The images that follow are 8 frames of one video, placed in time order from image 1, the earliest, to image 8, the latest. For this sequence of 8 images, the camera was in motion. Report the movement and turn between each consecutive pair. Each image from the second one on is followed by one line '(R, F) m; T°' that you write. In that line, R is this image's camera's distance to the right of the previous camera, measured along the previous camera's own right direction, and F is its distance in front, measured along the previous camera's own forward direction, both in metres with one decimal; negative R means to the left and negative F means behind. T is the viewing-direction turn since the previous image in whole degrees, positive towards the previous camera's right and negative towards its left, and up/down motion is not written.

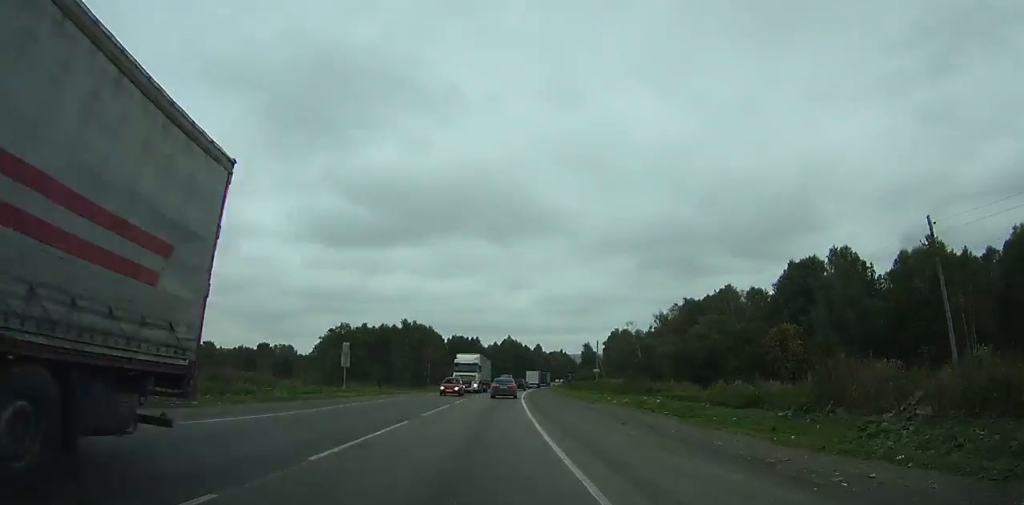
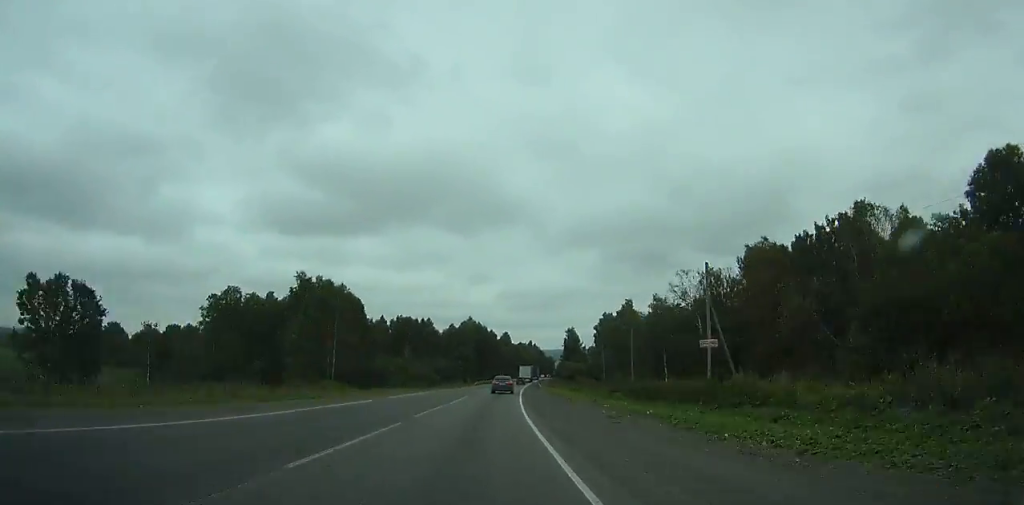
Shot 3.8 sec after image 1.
(+1.1, +57.7) m; +3°
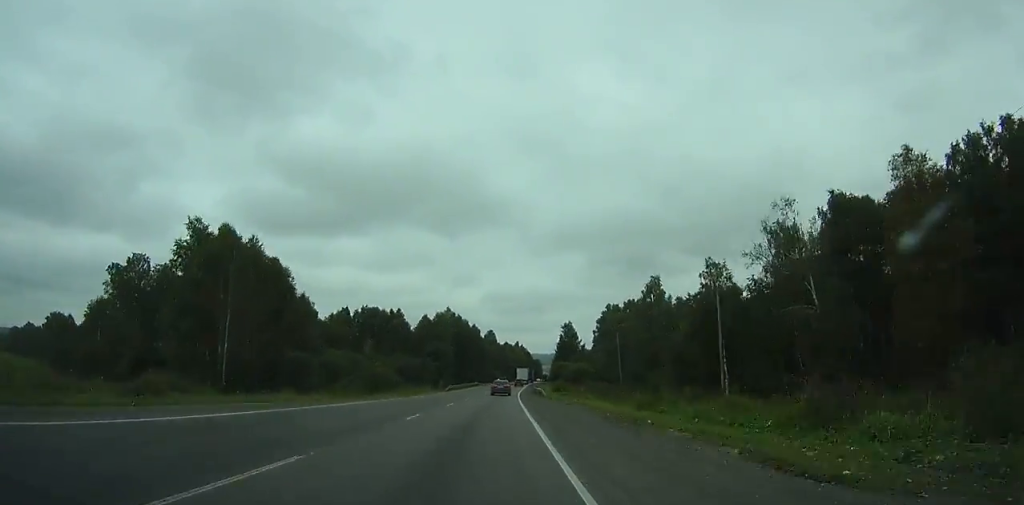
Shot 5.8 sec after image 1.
(+0.7, +33.1) m; +2°
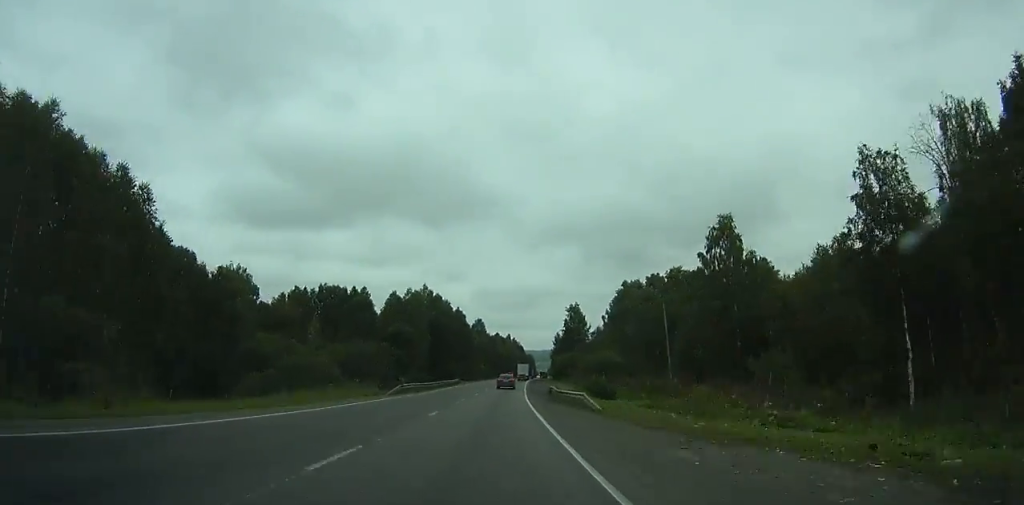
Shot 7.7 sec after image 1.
(+0.5, +32.3) m; +2°
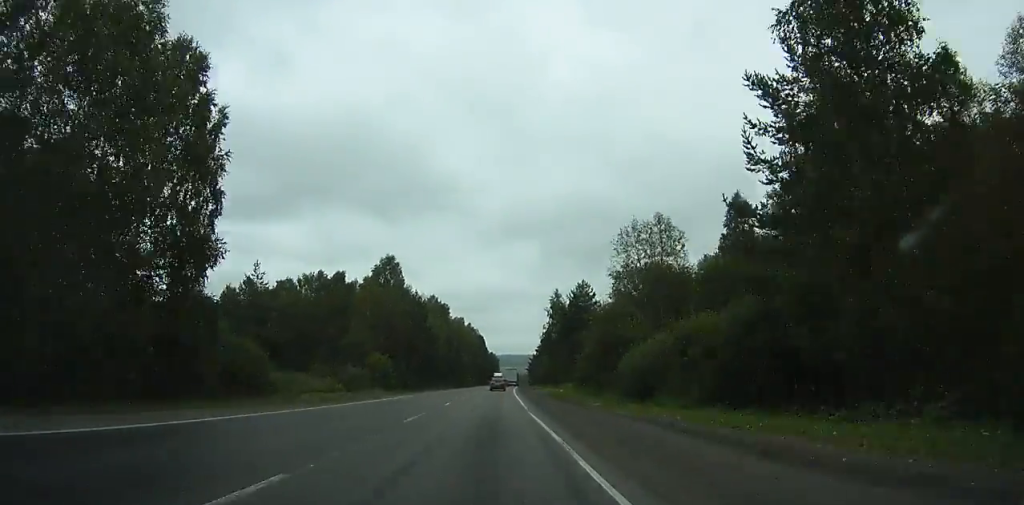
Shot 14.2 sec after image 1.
(+4.9, +116.8) m; +4°
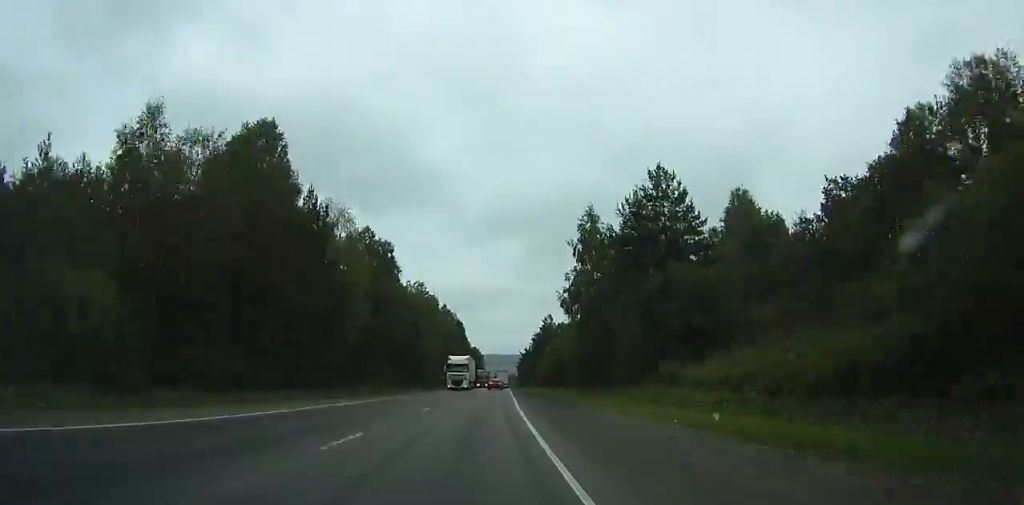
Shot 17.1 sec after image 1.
(+0.5, +53.5) m; +1°
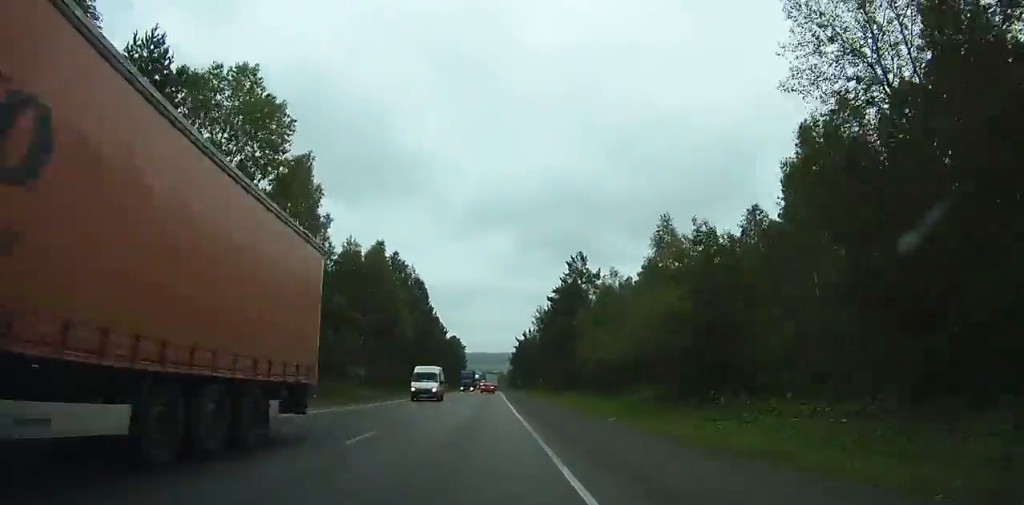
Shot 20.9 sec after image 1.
(+1.3, +70.8) m; +2°
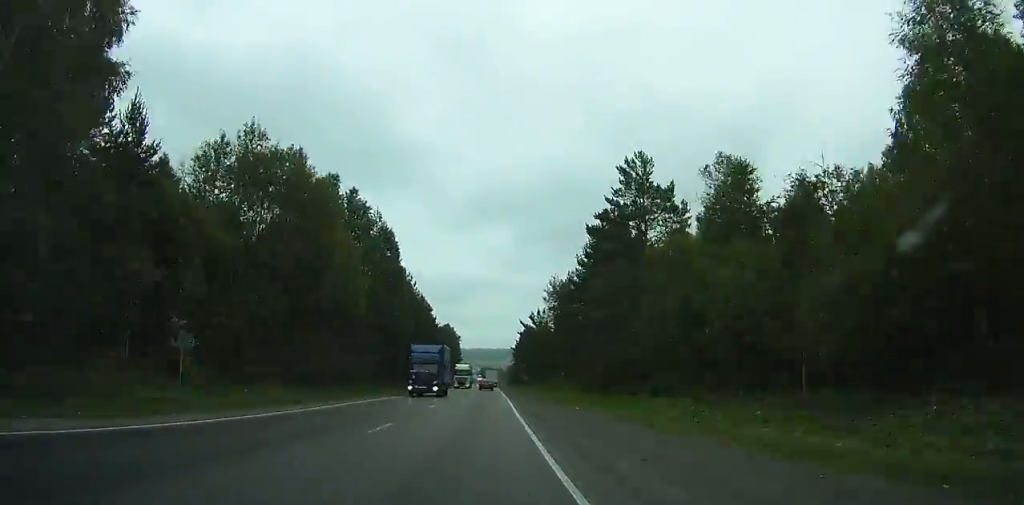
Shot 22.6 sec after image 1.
(+0.1, +32.1) m; 0°
